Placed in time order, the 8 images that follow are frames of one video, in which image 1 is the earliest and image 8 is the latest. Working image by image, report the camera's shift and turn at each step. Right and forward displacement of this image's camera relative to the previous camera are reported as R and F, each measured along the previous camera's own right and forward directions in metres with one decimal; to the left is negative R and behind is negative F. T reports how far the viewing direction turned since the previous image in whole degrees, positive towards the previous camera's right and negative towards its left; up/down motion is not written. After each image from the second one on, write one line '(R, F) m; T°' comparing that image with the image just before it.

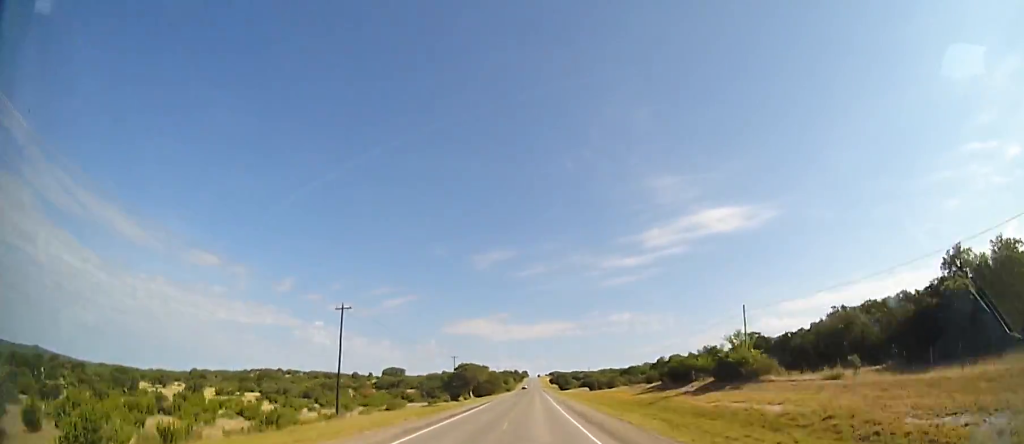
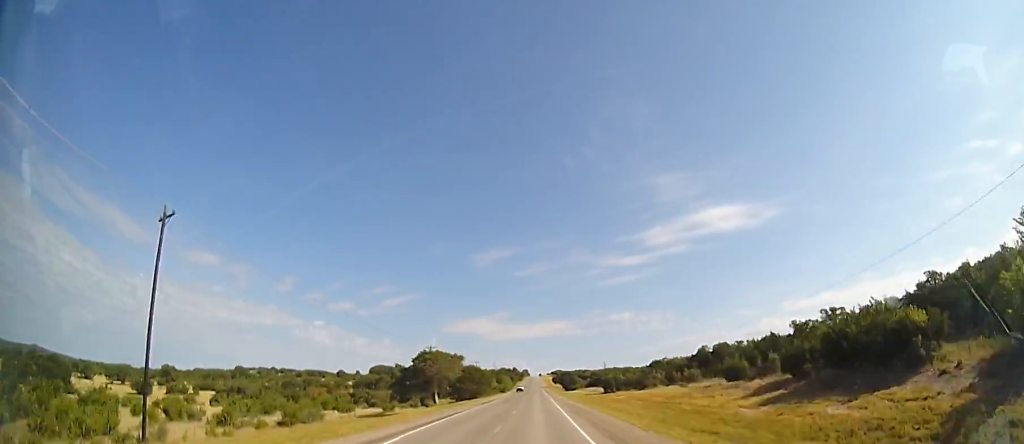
(+0.2, +26.1) m; 0°
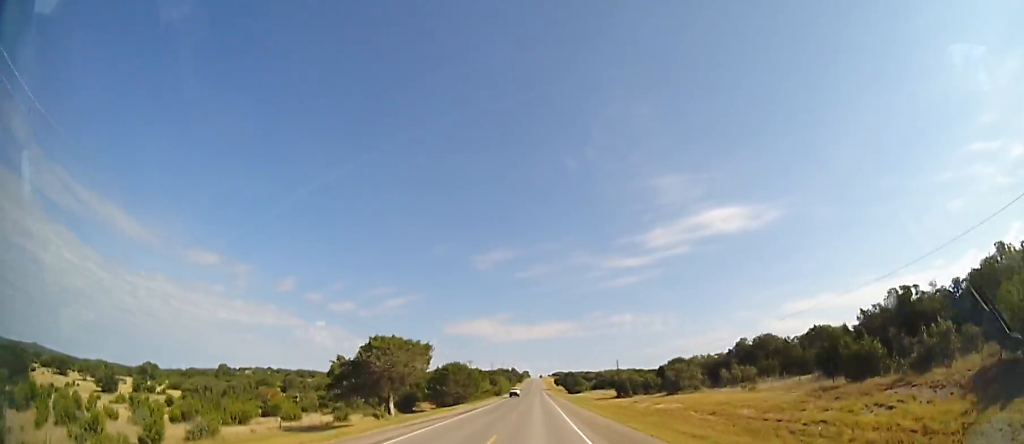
(-0.1, +15.3) m; 0°
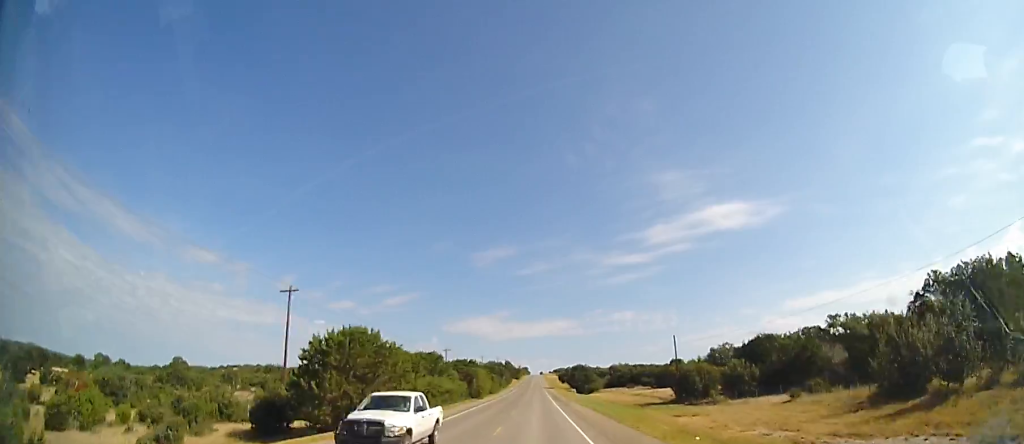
(-0.3, +36.1) m; 0°
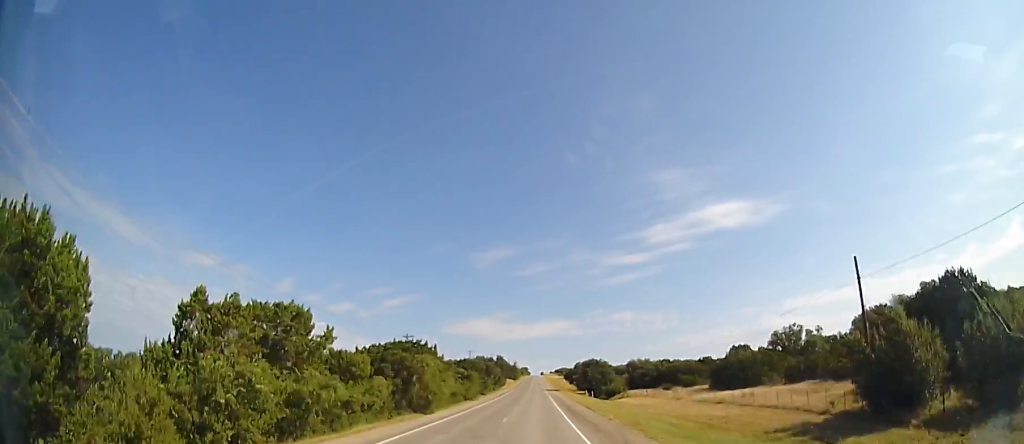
(0.0, +30.8) m; +1°
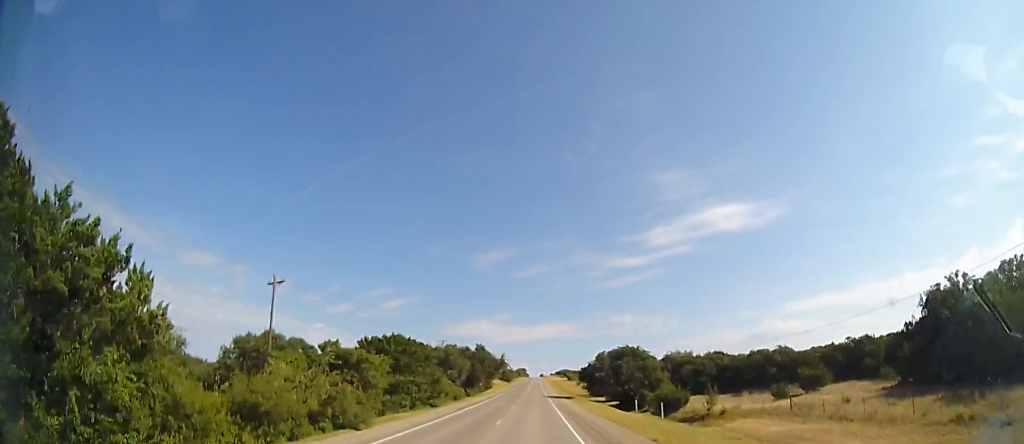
(+0.5, +38.6) m; 0°
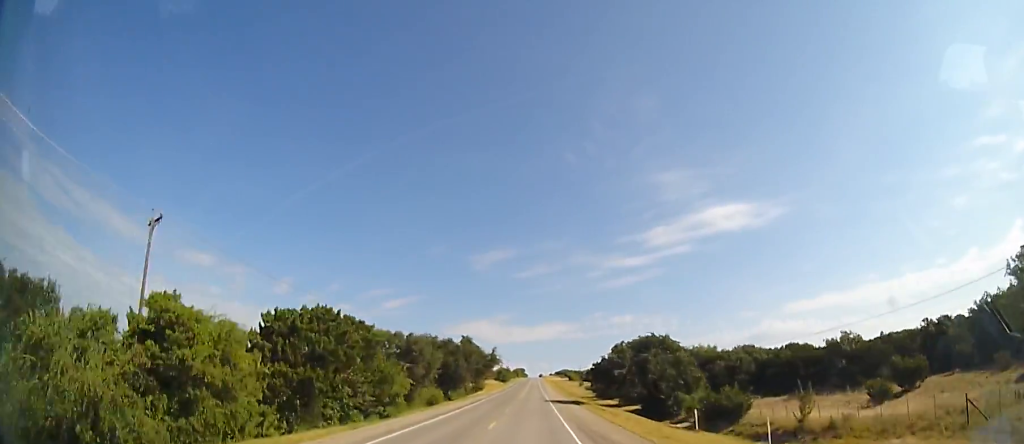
(0.0, +14.3) m; 0°
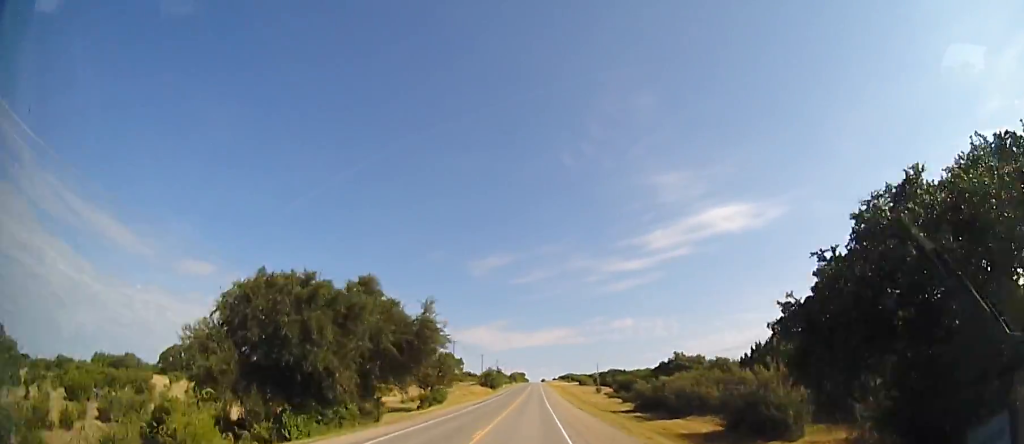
(-0.3, +39.5) m; 0°
